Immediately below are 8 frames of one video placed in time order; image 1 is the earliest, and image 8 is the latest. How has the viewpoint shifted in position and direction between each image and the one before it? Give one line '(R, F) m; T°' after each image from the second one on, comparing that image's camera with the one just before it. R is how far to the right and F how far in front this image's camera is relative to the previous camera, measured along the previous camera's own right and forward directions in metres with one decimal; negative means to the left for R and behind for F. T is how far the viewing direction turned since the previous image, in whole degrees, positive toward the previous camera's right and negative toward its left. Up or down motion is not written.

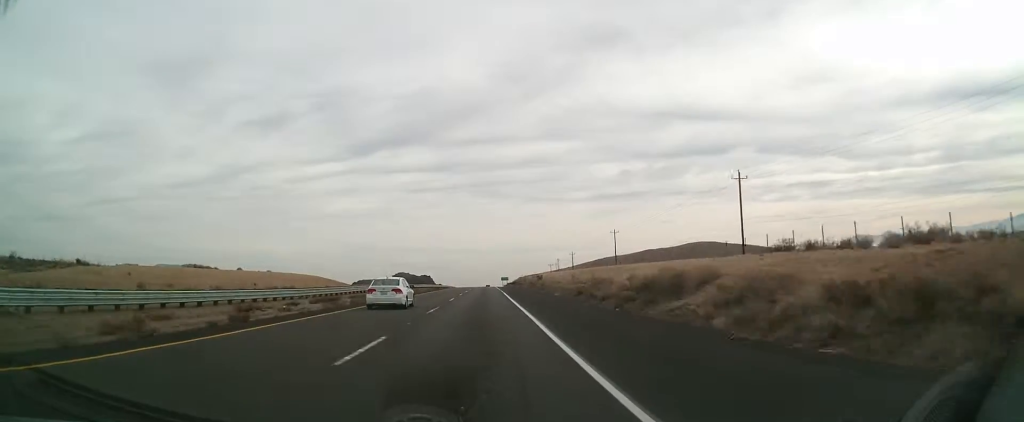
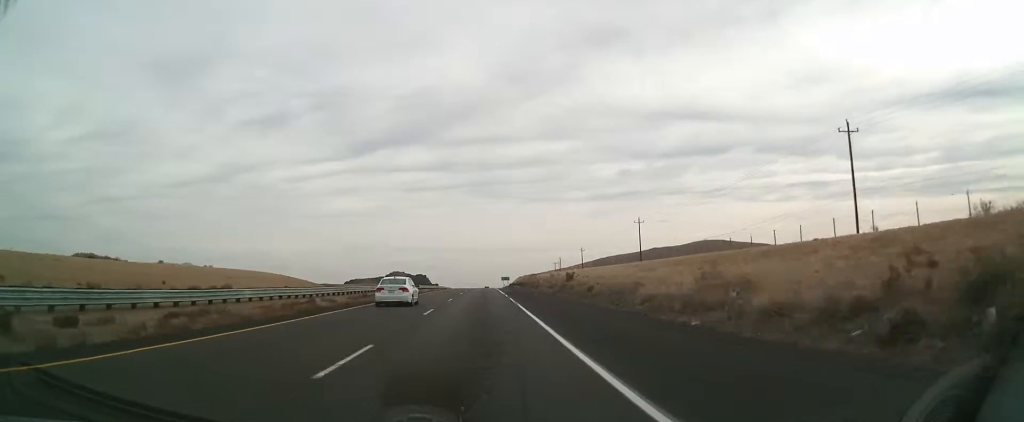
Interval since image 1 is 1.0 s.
(-0.2, +30.9) m; 0°
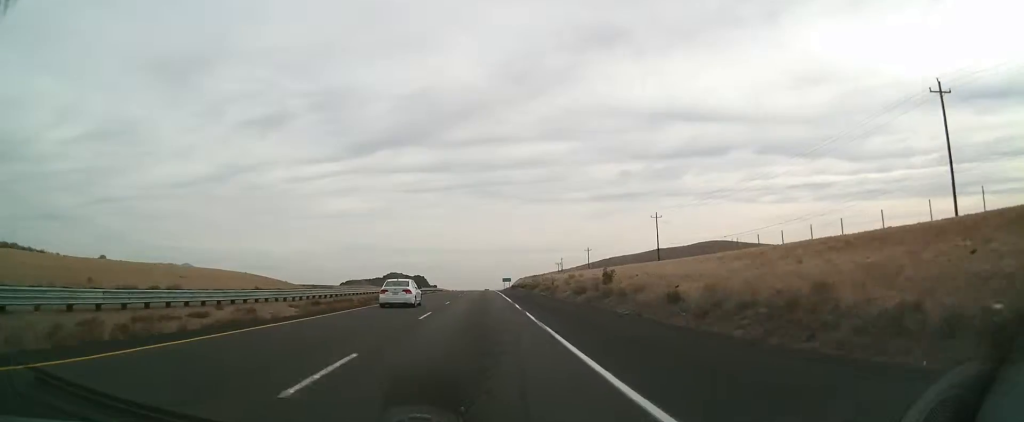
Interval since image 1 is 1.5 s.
(-0.2, +16.0) m; 0°
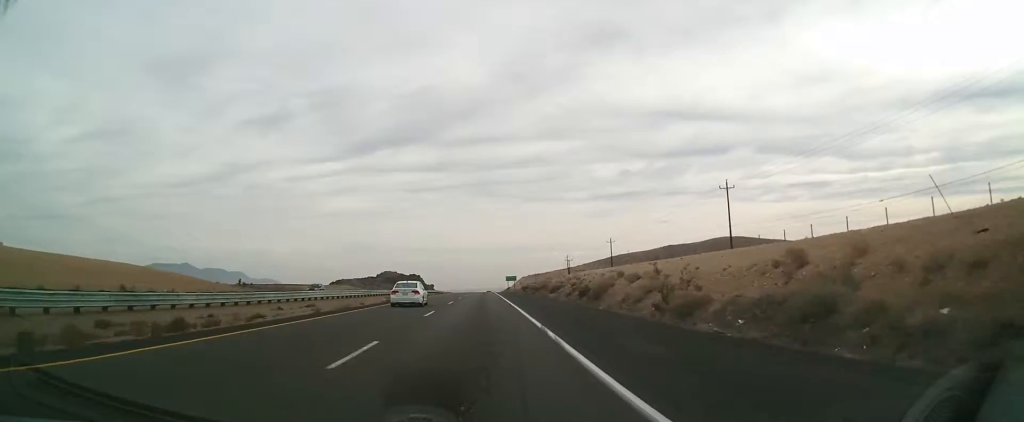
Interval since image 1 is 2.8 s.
(+0.7, +41.5) m; +1°
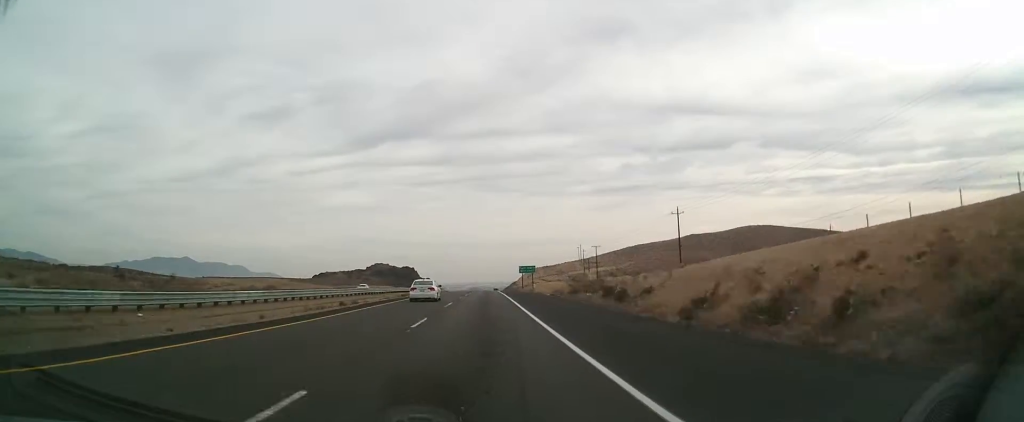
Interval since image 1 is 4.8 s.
(-0.6, +64.5) m; 0°
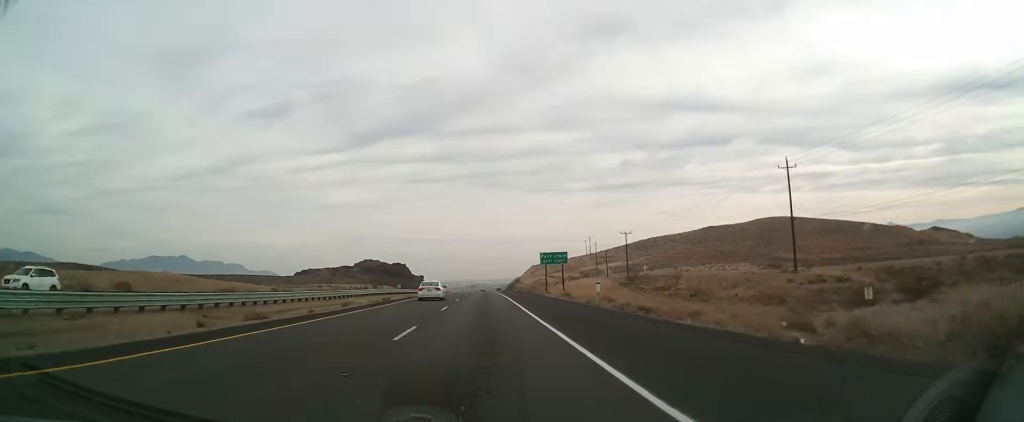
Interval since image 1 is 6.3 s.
(+0.5, +47.5) m; 0°
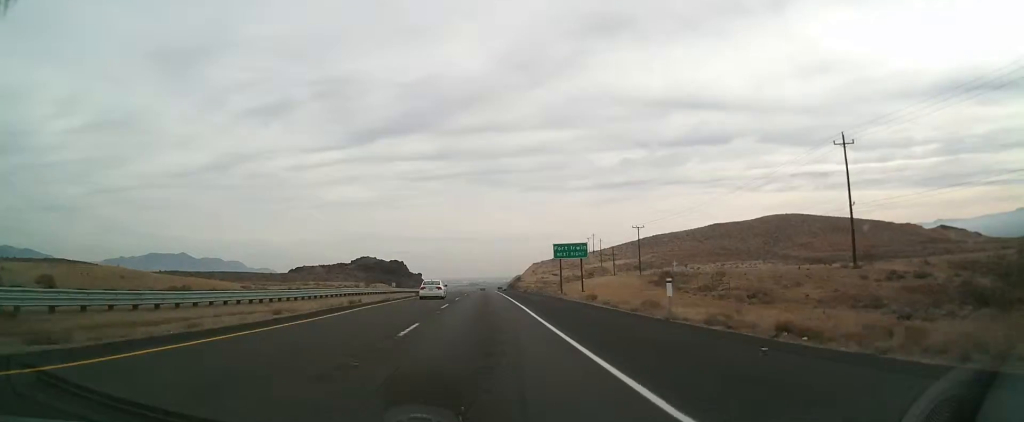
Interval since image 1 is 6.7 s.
(-0.2, +13.7) m; 0°
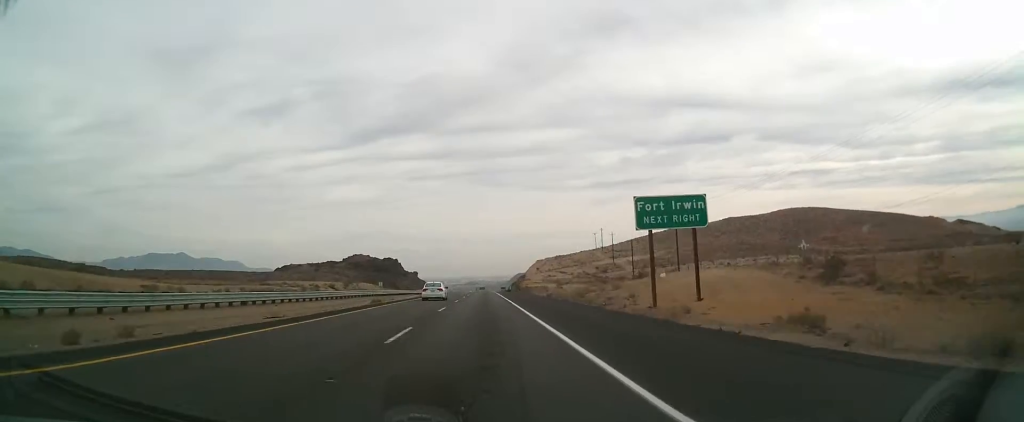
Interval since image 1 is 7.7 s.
(-0.2, +30.5) m; 0°
